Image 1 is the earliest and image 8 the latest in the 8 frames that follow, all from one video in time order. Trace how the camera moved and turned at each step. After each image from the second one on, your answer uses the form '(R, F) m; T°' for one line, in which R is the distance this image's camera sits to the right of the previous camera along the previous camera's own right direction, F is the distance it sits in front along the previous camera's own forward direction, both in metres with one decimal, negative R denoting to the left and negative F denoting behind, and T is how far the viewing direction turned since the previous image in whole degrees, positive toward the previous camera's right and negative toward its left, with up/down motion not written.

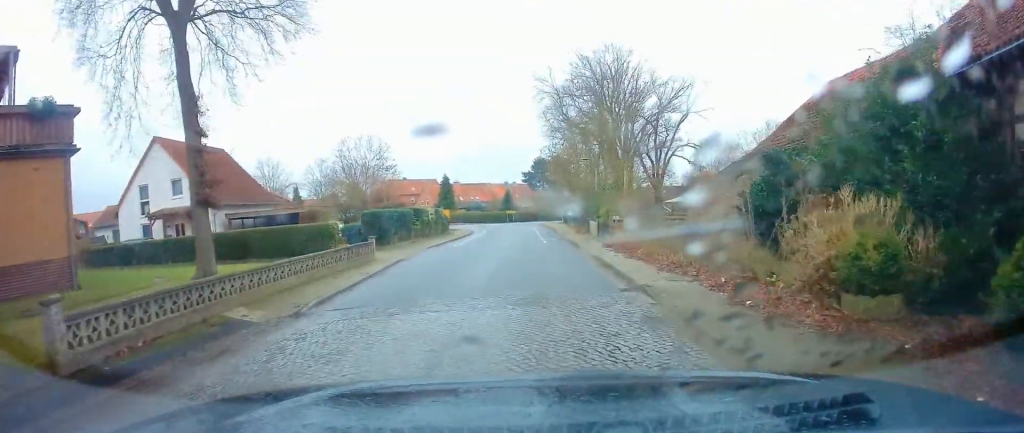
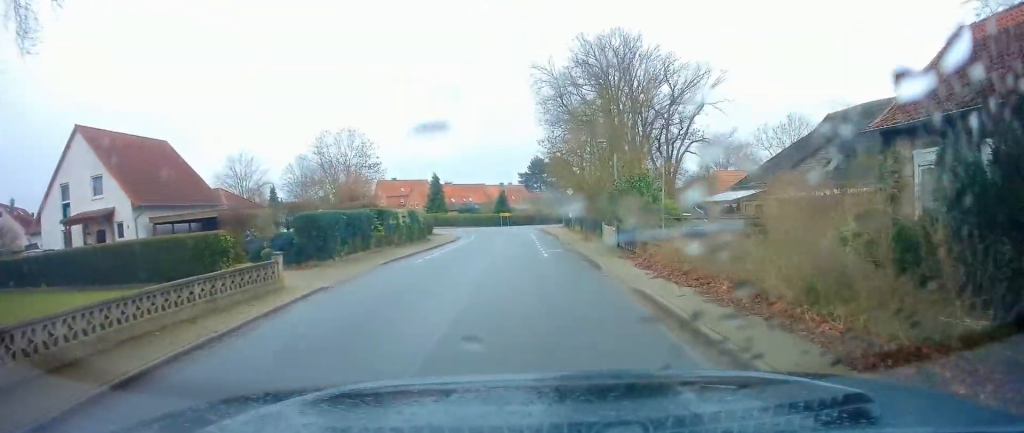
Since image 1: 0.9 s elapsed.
(0.0, +8.0) m; +2°
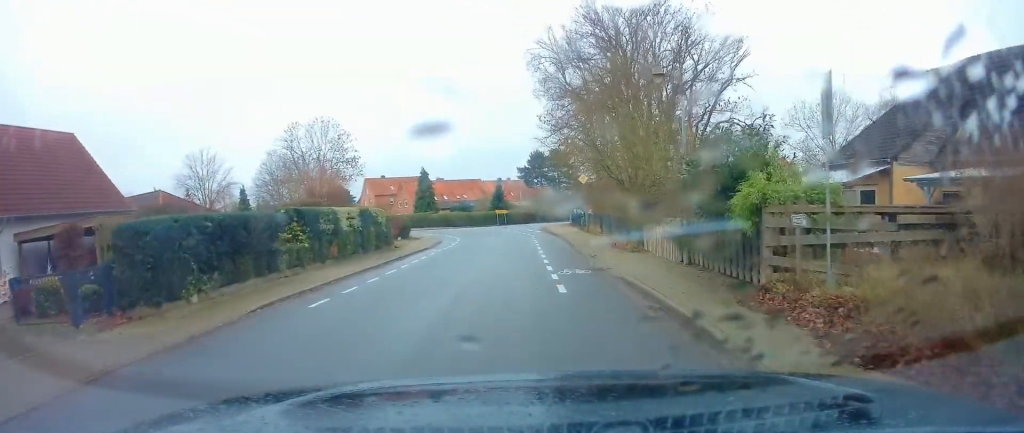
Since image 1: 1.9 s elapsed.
(+0.3, +10.1) m; +1°
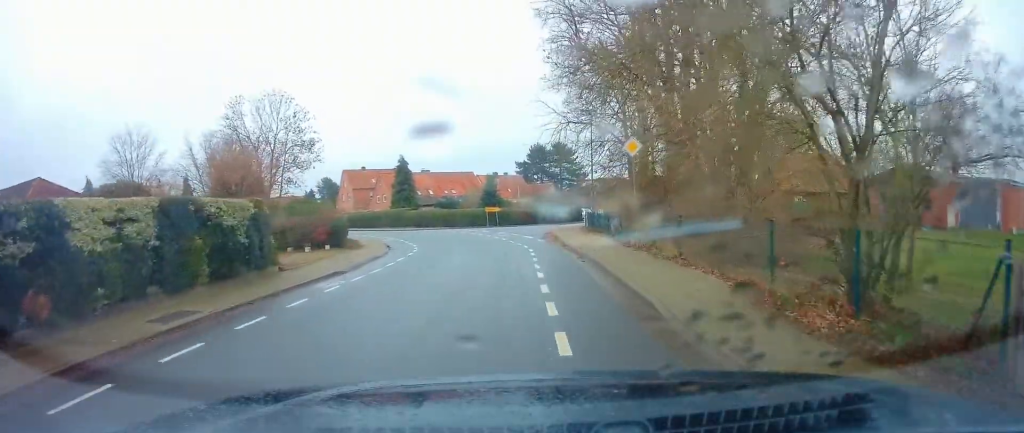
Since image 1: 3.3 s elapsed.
(-0.3, +14.5) m; -2°
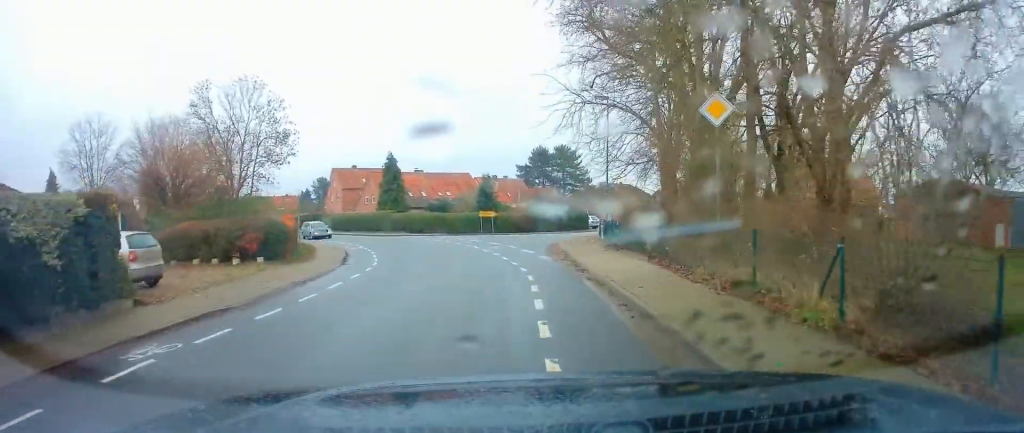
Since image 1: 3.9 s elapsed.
(0.0, +7.0) m; -1°
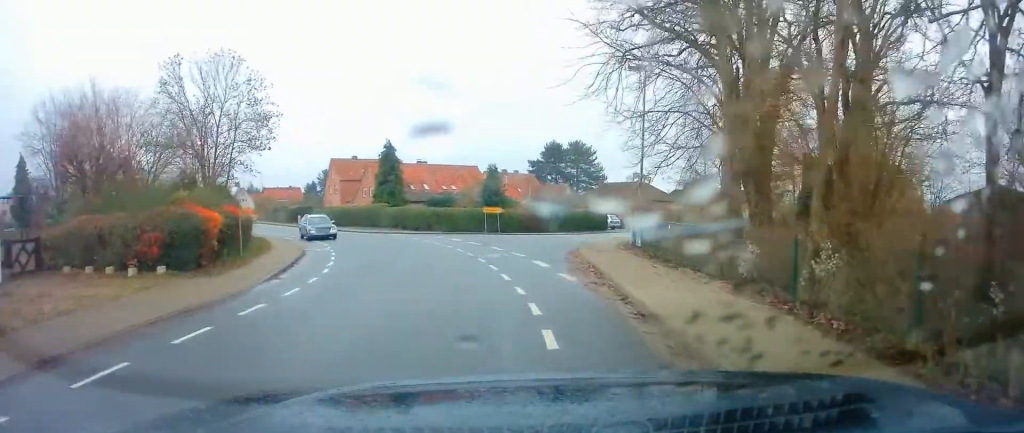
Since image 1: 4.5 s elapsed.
(-0.1, +6.6) m; -3°
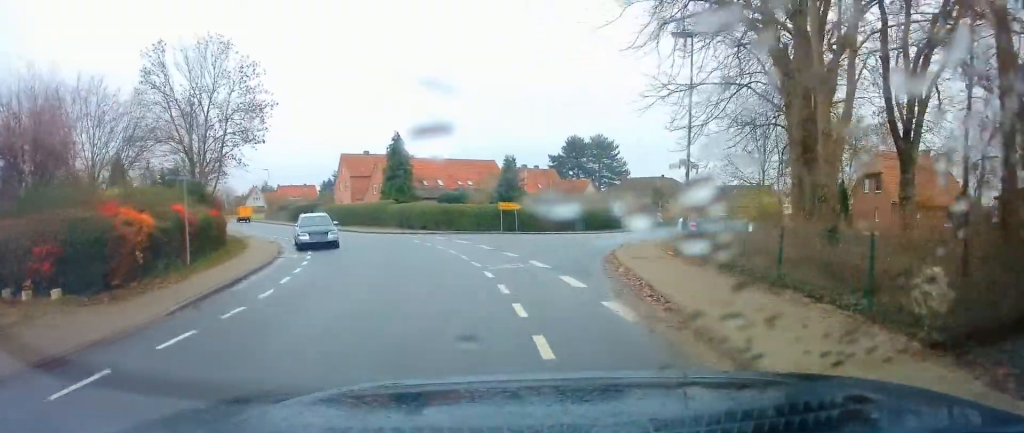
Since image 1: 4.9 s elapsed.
(+0.1, +4.5) m; -3°
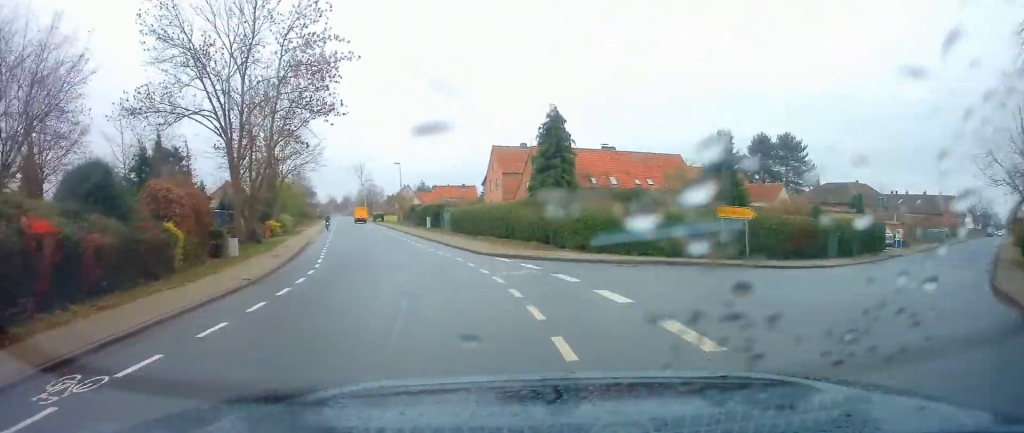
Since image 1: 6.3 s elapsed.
(-1.7, +15.8) m; -15°
